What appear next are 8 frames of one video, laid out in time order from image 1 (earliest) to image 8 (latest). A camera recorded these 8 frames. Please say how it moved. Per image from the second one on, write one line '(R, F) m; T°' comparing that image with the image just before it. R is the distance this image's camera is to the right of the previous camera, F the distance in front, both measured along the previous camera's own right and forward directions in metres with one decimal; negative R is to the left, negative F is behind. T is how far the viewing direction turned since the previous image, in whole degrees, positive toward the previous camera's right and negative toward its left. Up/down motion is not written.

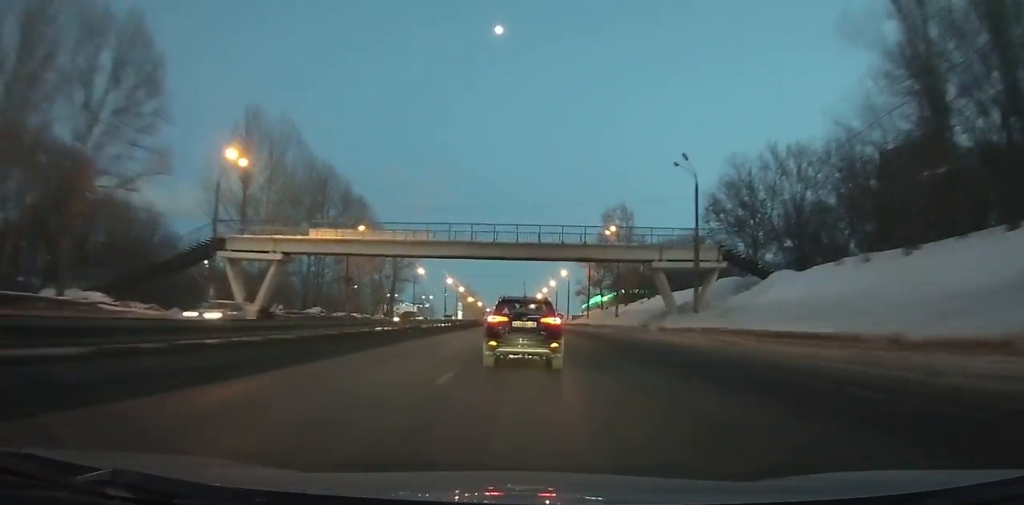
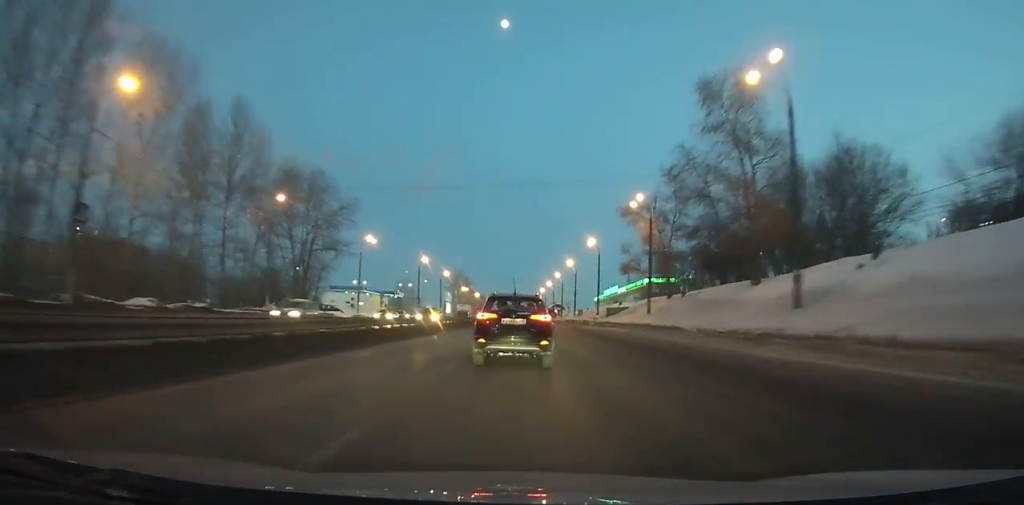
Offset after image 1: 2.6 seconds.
(+0.2, +46.3) m; 0°
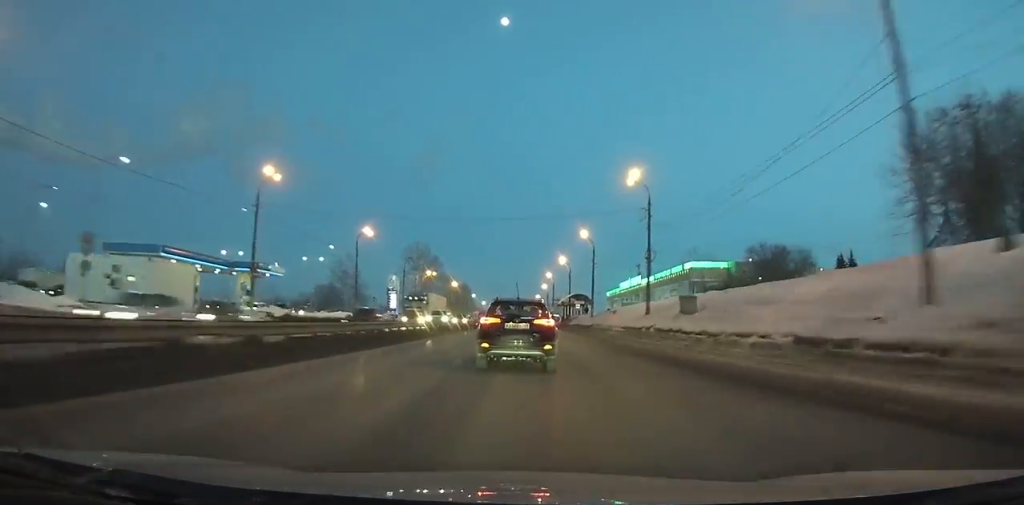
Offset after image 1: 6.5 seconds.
(-0.1, +69.5) m; 0°
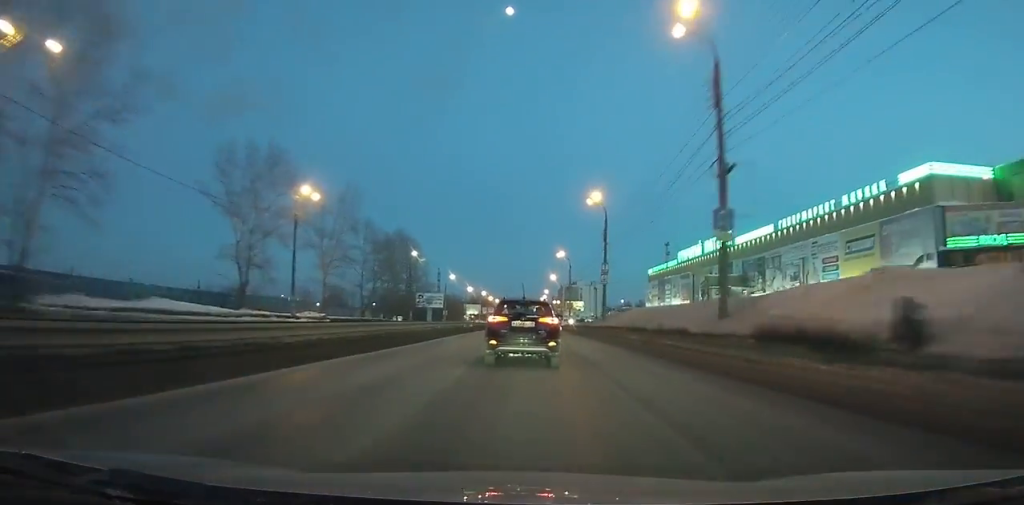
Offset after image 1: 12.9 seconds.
(-0.2, +113.6) m; 0°
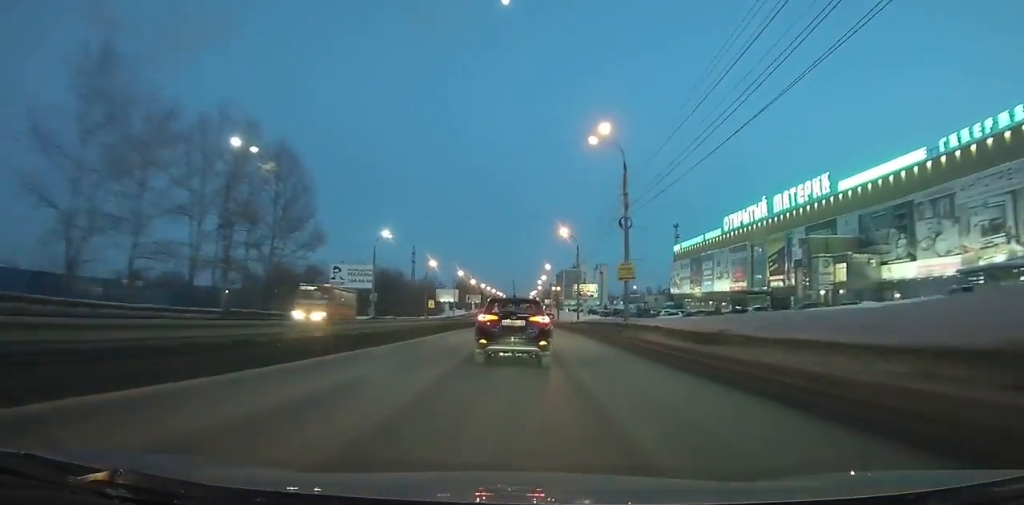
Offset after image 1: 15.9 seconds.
(0.0, +53.2) m; 0°
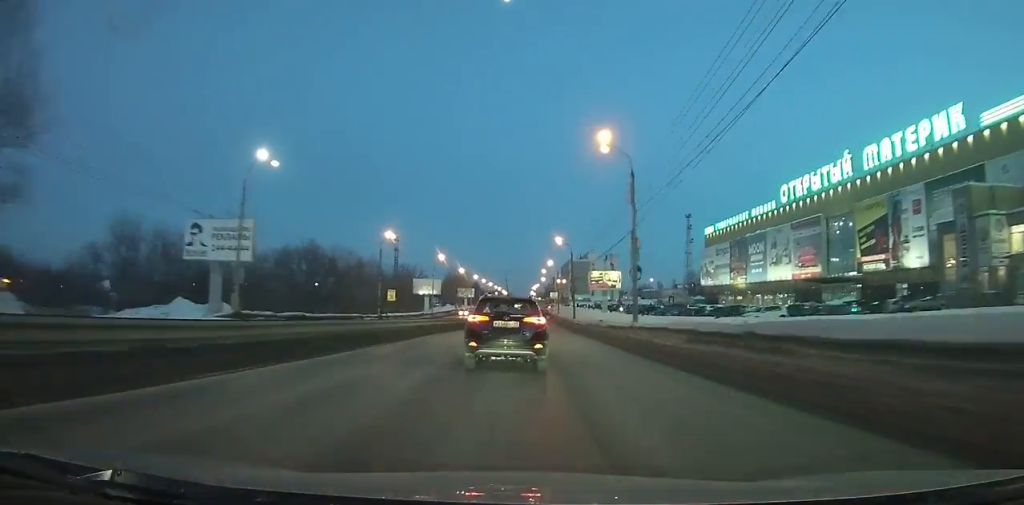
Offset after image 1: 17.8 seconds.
(-0.2, +34.3) m; 0°
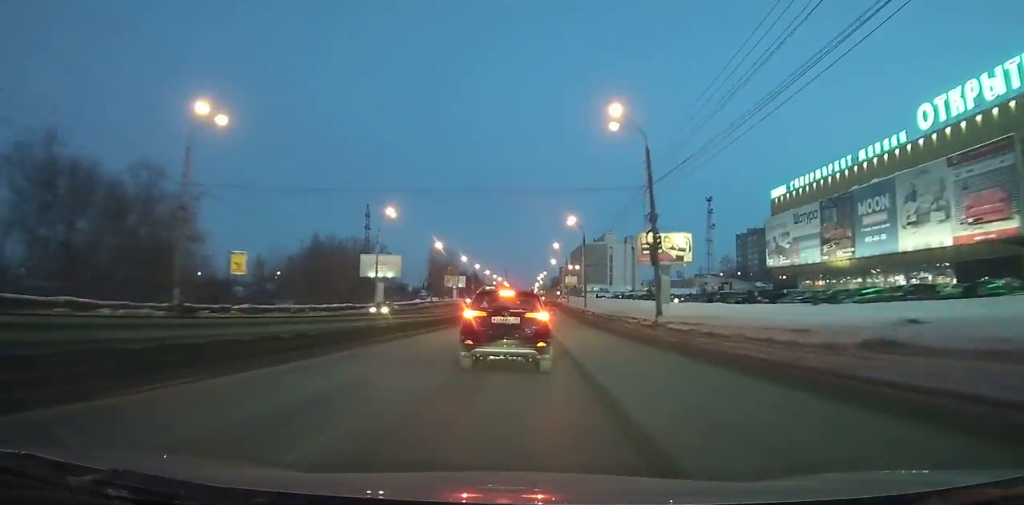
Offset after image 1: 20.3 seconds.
(-0.2, +42.7) m; 0°
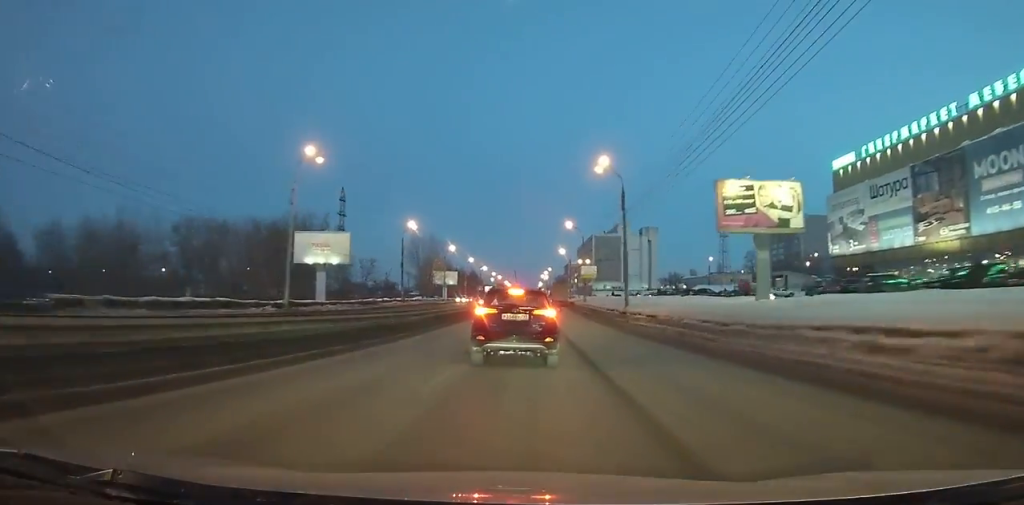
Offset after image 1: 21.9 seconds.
(-0.1, +25.9) m; 0°
